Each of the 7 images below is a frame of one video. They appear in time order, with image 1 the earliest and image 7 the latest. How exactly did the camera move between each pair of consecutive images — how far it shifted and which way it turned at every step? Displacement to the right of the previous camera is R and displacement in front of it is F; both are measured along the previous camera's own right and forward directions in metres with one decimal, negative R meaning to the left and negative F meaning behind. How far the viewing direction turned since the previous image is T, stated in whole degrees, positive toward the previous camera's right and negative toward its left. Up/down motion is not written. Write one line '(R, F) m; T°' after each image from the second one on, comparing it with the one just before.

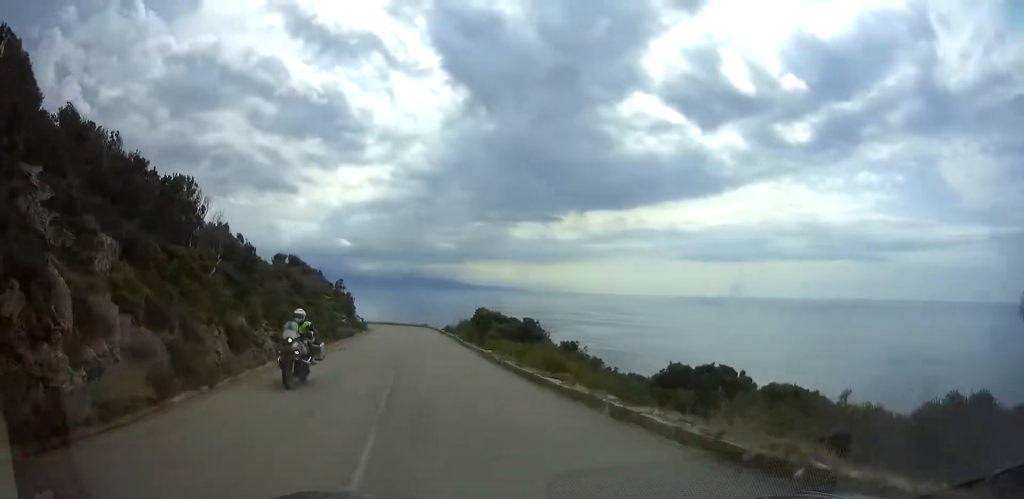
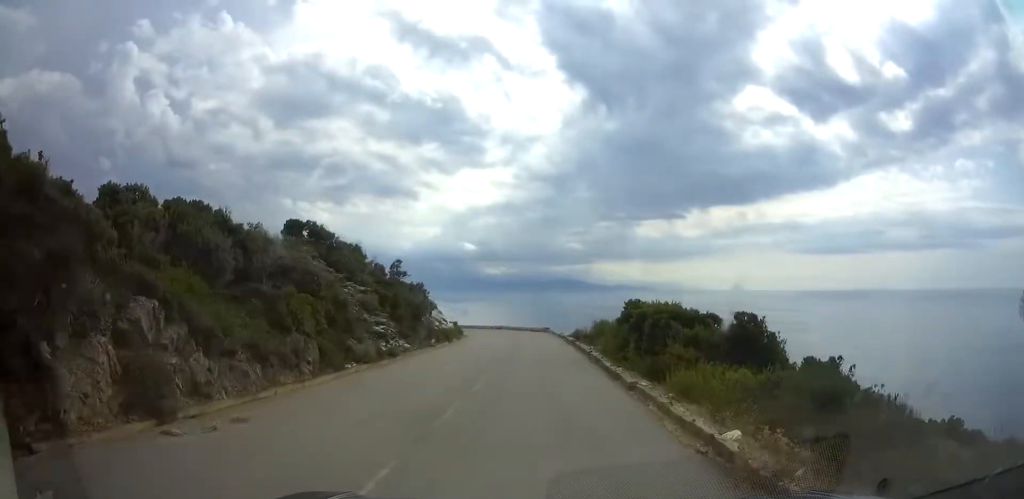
(-2.7, +19.3) m; -10°
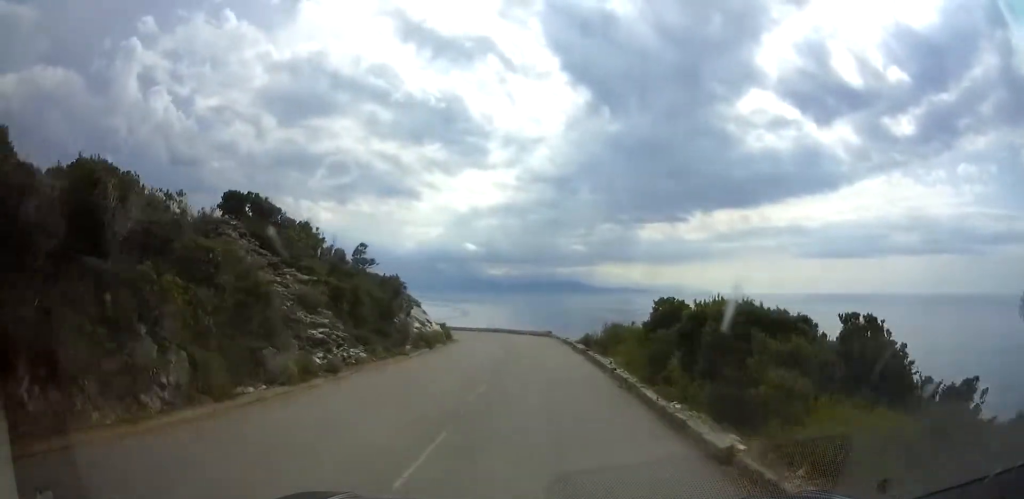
(0.0, +6.7) m; 0°
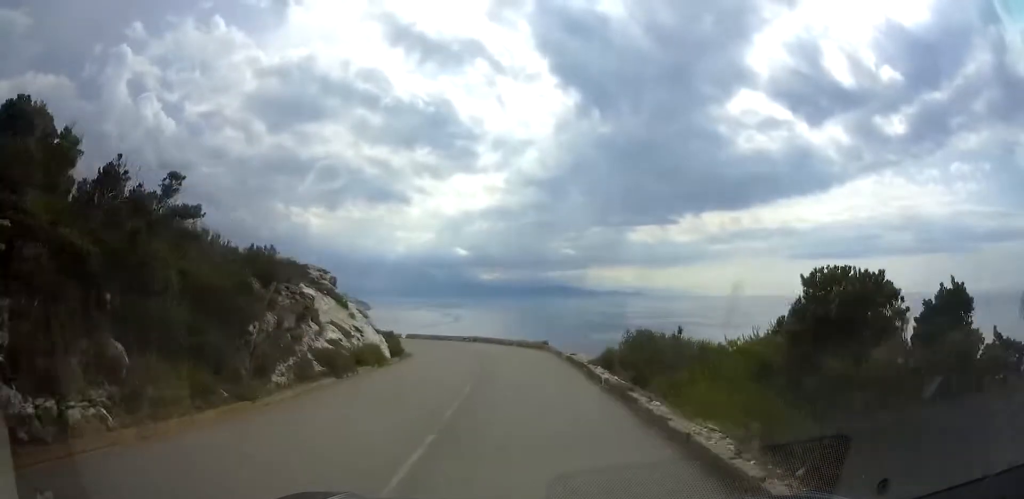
(0.0, +12.9) m; 0°
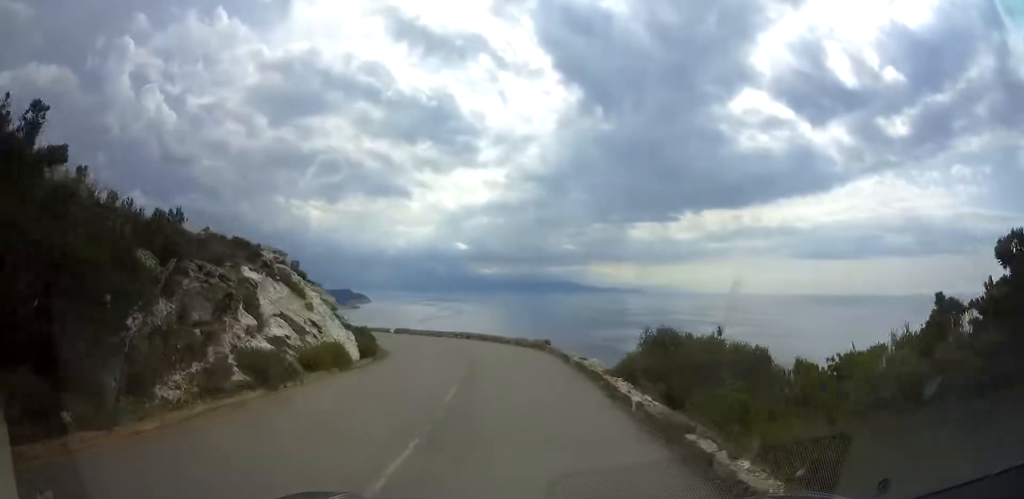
(0.0, +4.8) m; -1°
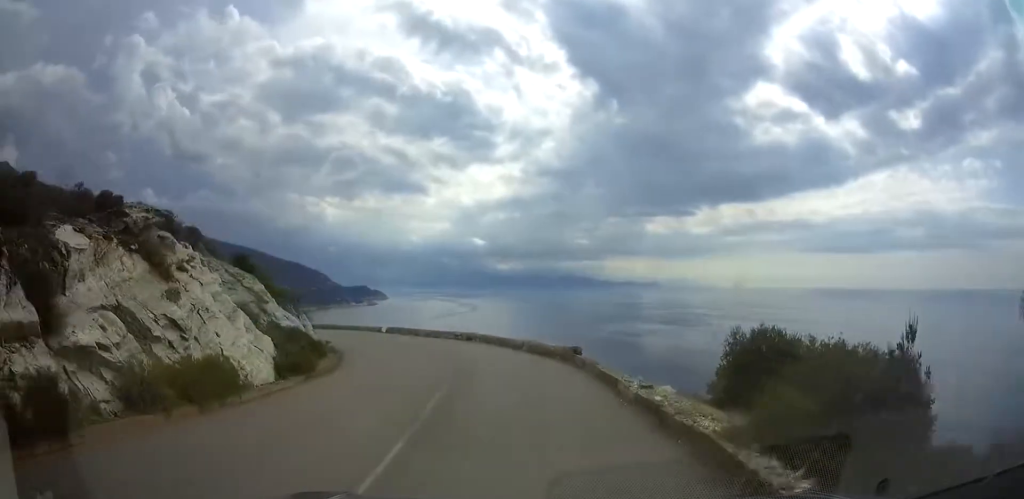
(-0.1, +8.9) m; -2°
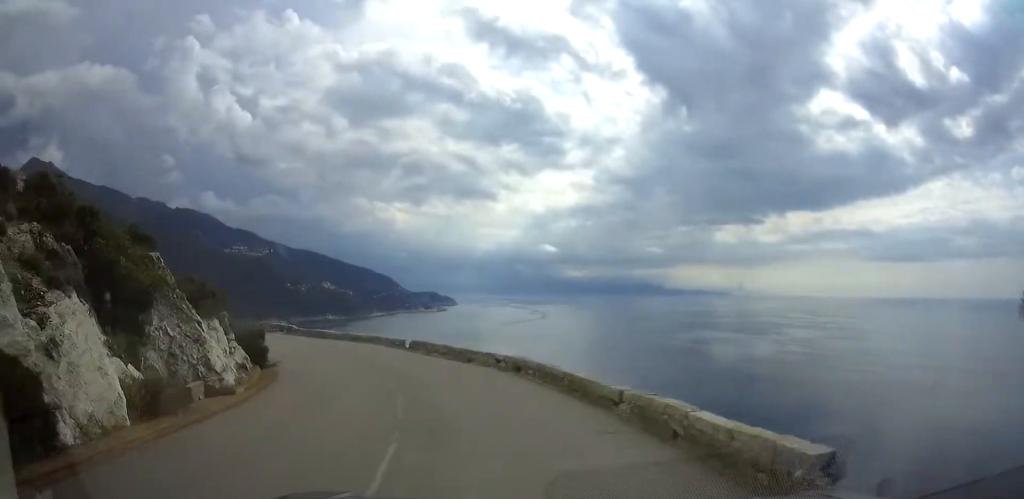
(-0.6, +13.5) m; -8°
